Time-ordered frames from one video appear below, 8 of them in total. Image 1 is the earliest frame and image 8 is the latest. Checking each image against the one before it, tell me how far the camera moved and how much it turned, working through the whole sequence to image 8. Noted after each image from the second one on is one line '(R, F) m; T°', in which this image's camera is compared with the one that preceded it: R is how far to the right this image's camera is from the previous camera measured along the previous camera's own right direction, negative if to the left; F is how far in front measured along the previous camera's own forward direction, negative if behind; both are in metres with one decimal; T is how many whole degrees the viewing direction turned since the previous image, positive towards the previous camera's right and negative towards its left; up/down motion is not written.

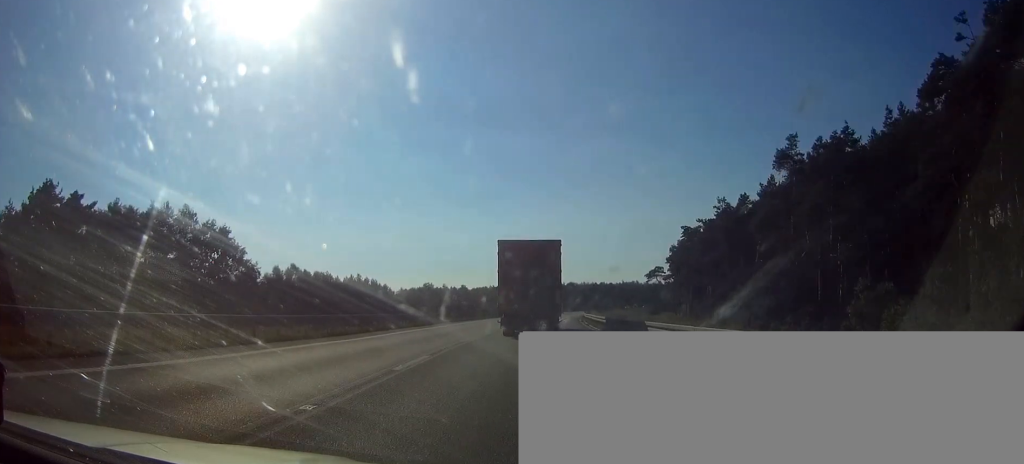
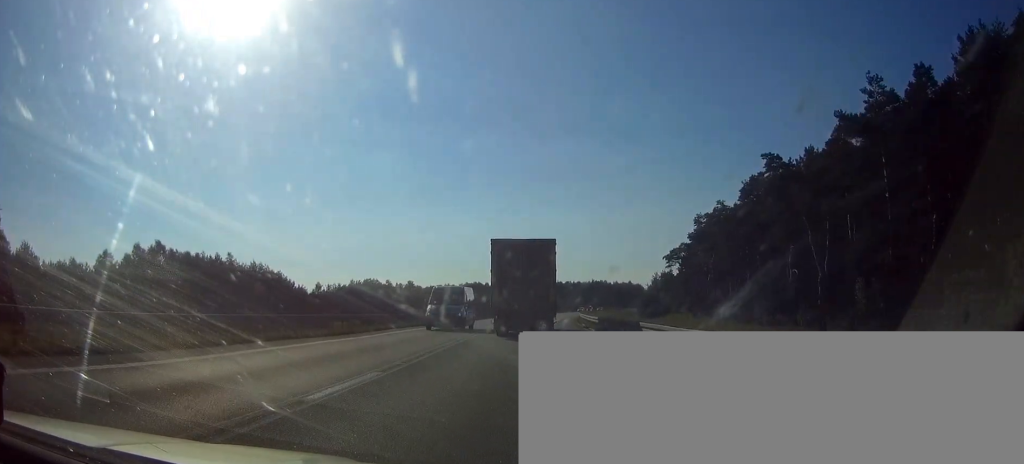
(+1.5, +52.7) m; +3°
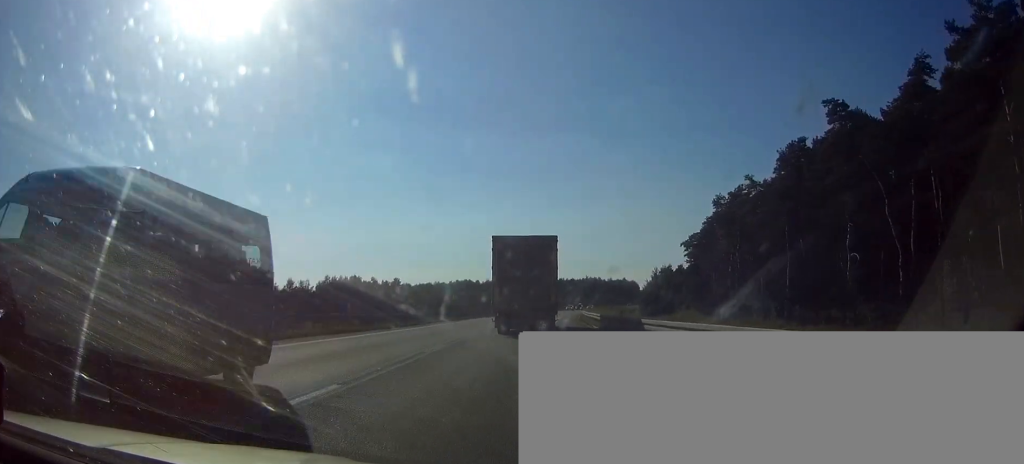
(+0.1, +14.9) m; +1°
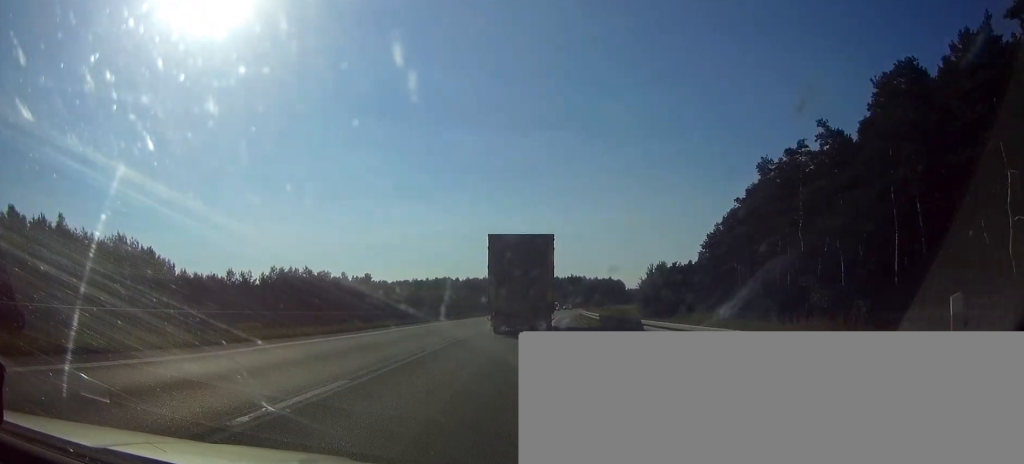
(+0.2, +23.4) m; +1°
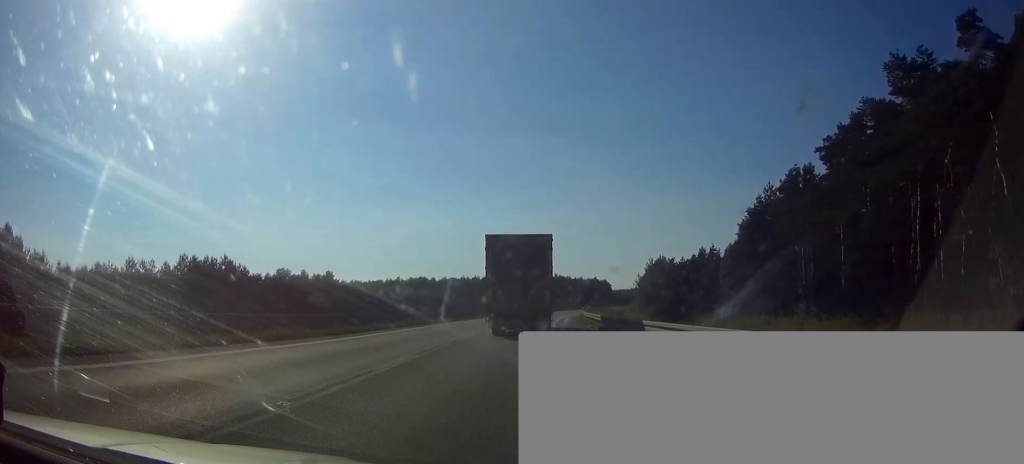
(+0.4, +29.7) m; +1°
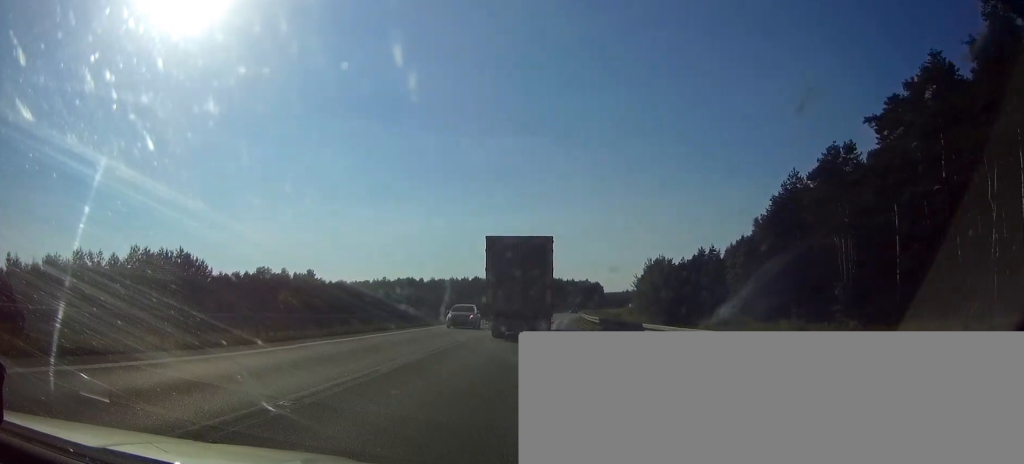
(+0.1, +11.7) m; +1°
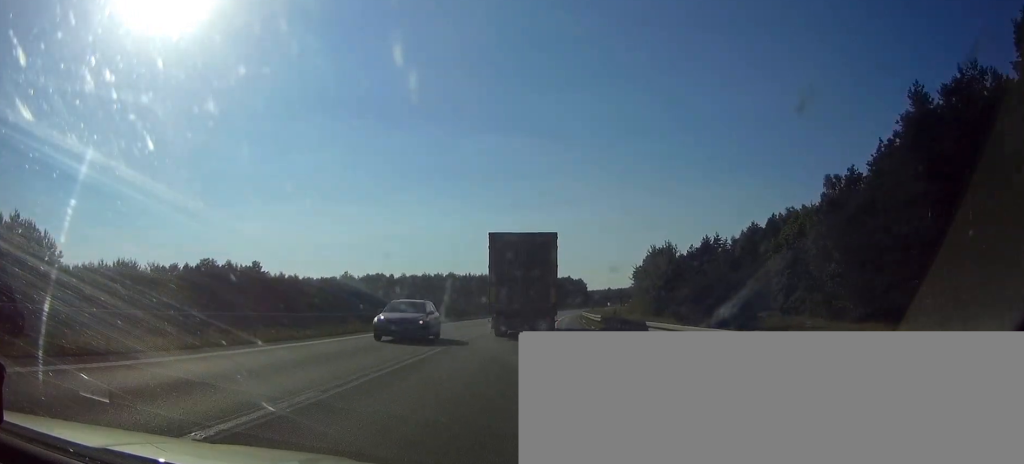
(+0.5, +31.4) m; +2°
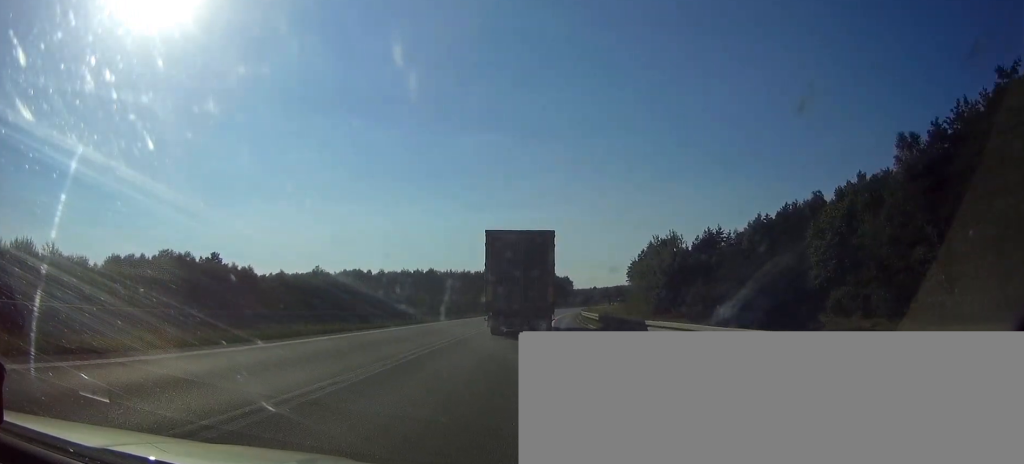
(+0.3, +18.8) m; +1°
